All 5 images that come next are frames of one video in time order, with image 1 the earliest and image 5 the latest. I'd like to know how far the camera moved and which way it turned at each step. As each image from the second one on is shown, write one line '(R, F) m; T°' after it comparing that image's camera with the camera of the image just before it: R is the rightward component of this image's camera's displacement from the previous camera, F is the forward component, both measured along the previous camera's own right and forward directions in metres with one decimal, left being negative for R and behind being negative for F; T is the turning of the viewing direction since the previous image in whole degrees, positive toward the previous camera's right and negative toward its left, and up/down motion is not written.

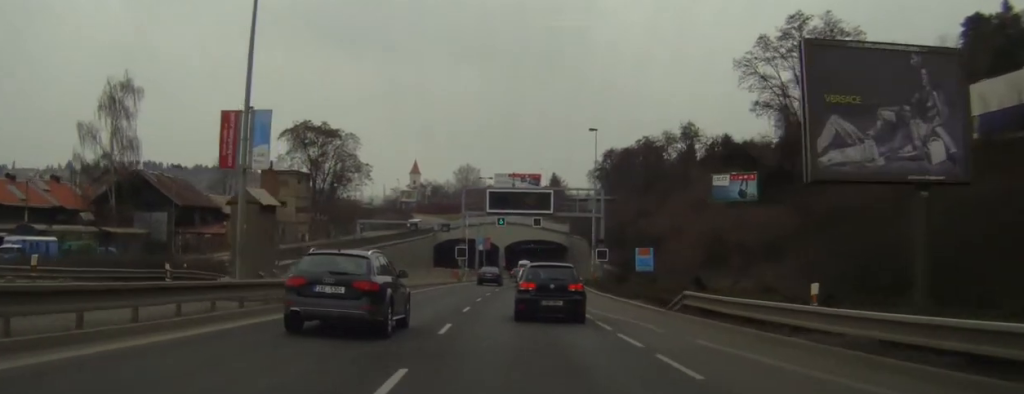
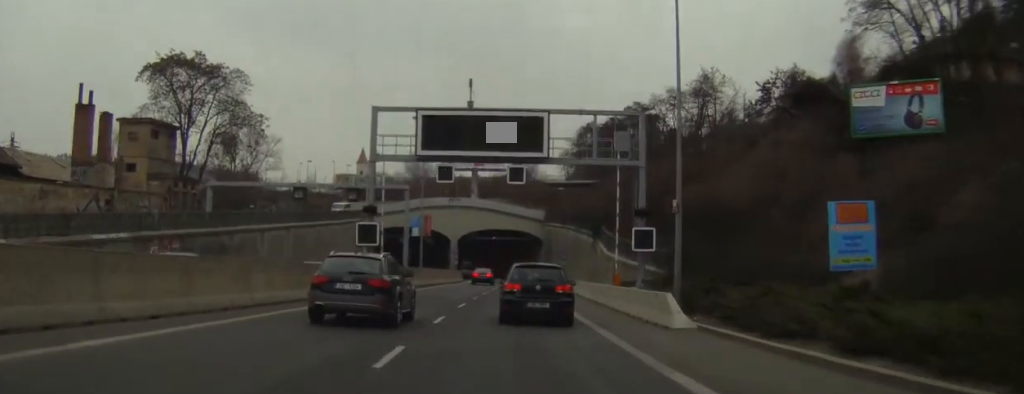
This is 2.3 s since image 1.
(-1.0, +39.8) m; -2°
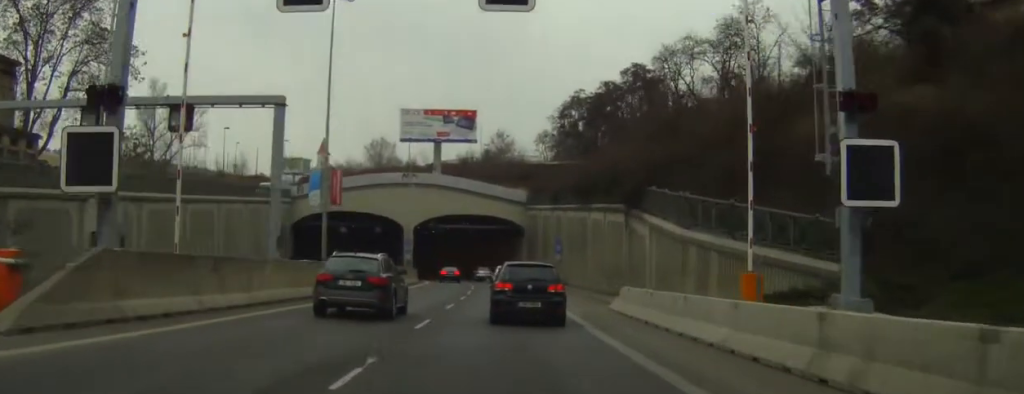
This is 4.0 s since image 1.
(+0.1, +29.0) m; -1°
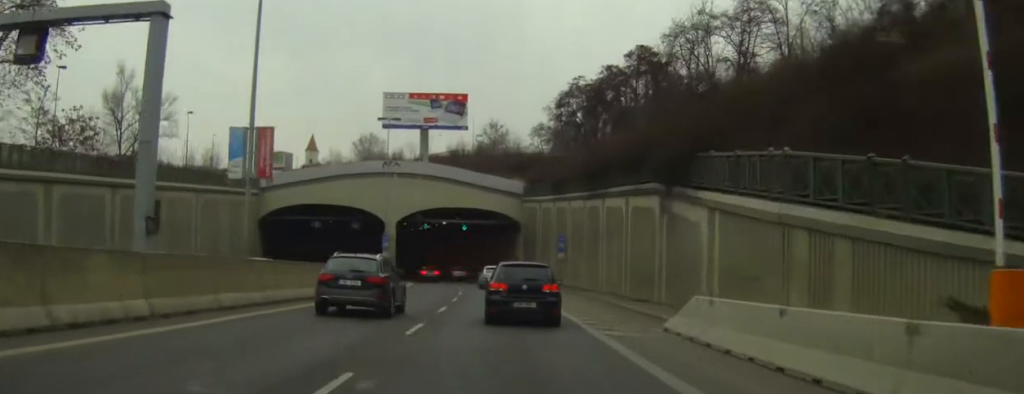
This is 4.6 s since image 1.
(0.0, +10.9) m; -1°
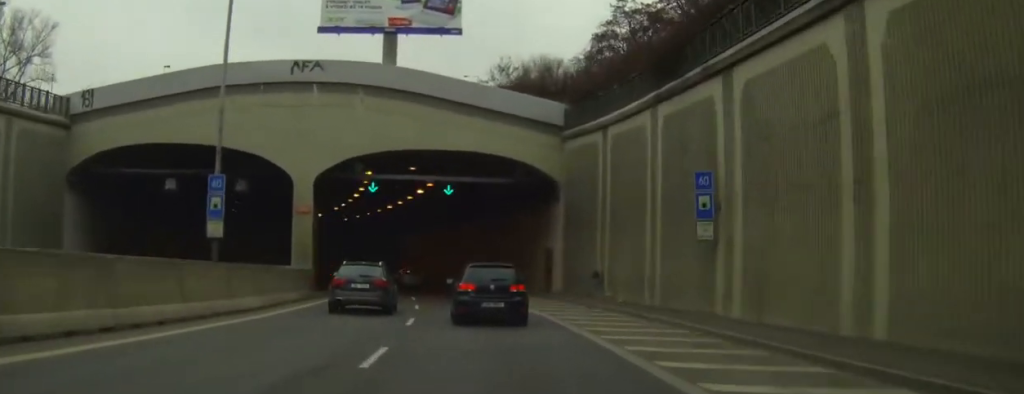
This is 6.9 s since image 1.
(0.0, +43.0) m; +2°
